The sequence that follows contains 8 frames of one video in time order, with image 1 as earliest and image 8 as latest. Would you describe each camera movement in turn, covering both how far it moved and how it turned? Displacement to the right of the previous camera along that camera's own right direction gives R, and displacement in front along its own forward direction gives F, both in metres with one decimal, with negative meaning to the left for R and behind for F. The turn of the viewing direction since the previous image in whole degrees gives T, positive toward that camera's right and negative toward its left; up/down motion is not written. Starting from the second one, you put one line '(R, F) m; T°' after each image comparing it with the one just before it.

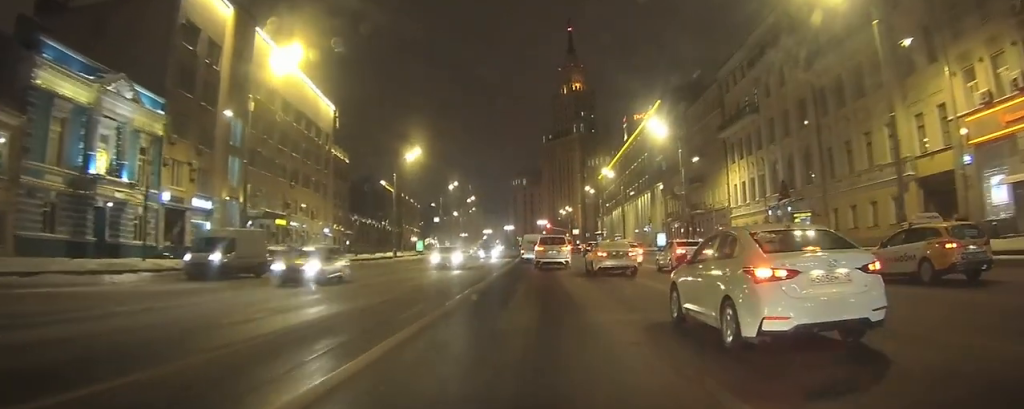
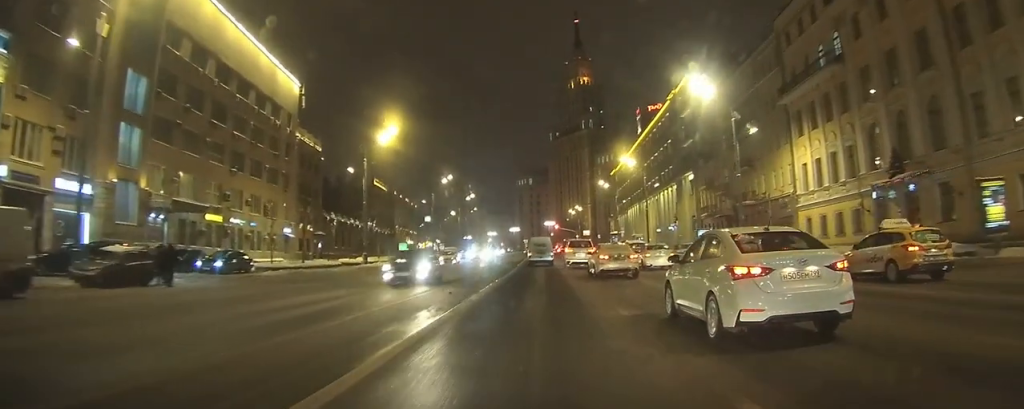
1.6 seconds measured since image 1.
(-0.5, +20.6) m; -3°
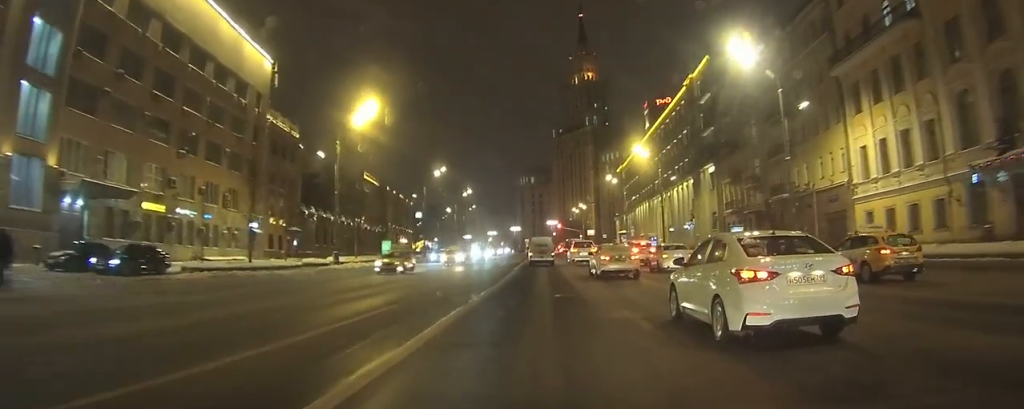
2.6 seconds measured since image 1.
(-0.3, +11.1) m; -1°
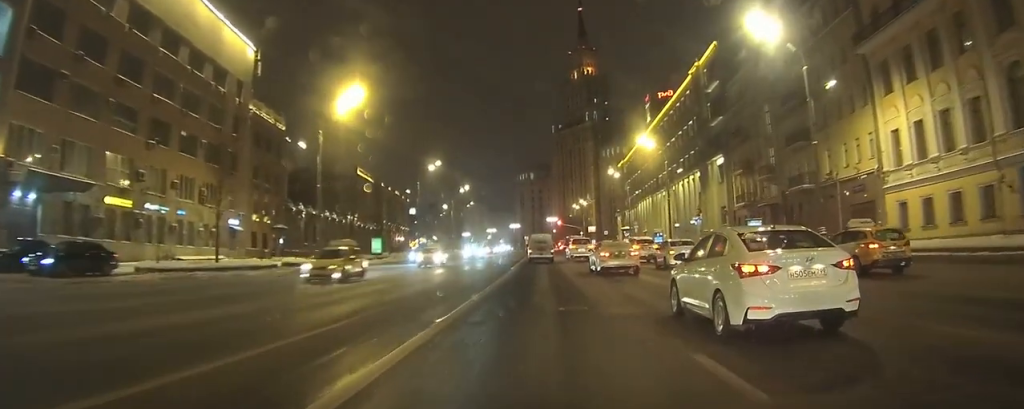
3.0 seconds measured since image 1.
(0.0, +4.8) m; 0°
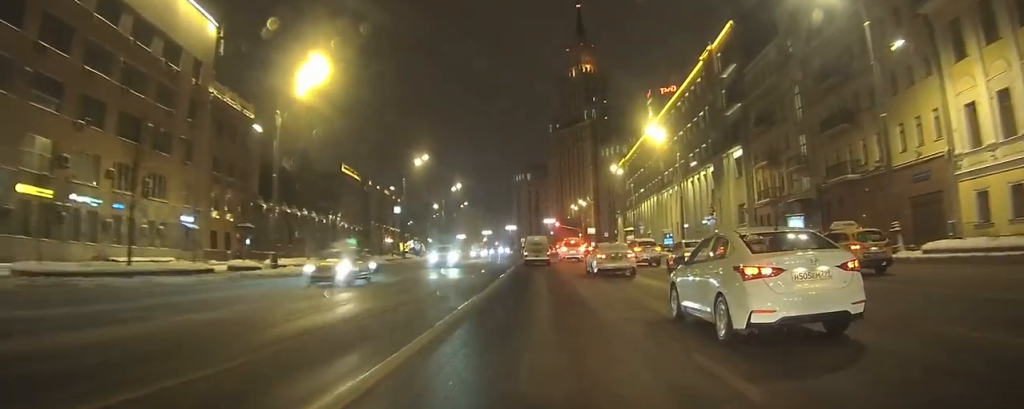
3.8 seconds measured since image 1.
(0.0, +8.6) m; 0°
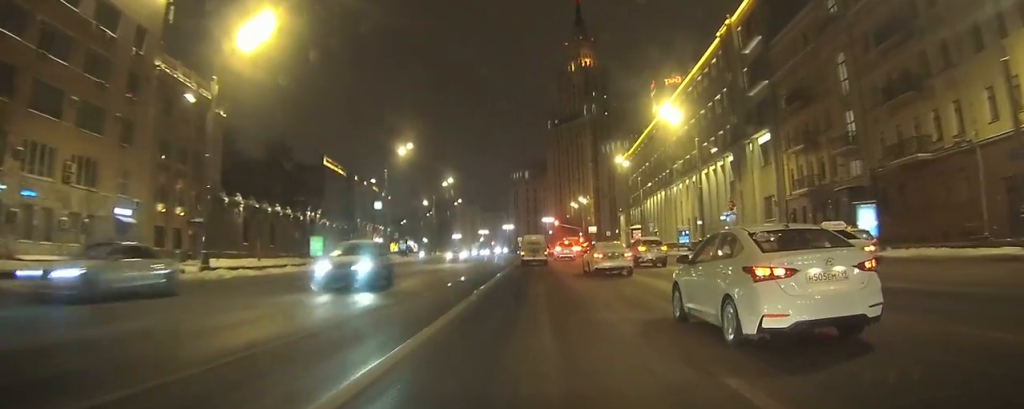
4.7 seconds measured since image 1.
(0.0, +9.1) m; +1°
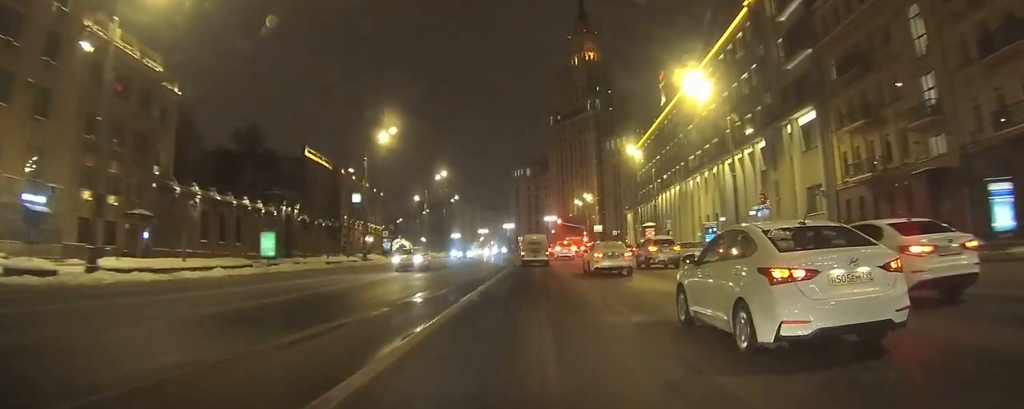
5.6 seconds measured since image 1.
(+0.2, +9.6) m; +2°
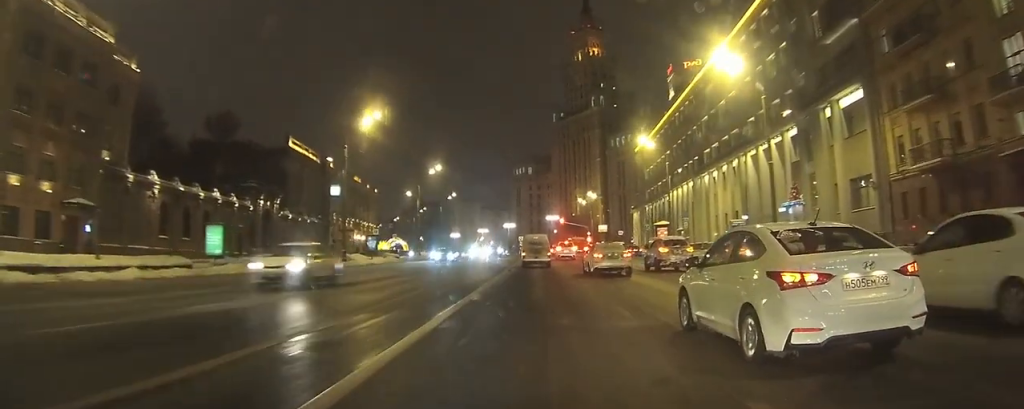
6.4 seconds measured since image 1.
(+0.3, +7.4) m; +1°
